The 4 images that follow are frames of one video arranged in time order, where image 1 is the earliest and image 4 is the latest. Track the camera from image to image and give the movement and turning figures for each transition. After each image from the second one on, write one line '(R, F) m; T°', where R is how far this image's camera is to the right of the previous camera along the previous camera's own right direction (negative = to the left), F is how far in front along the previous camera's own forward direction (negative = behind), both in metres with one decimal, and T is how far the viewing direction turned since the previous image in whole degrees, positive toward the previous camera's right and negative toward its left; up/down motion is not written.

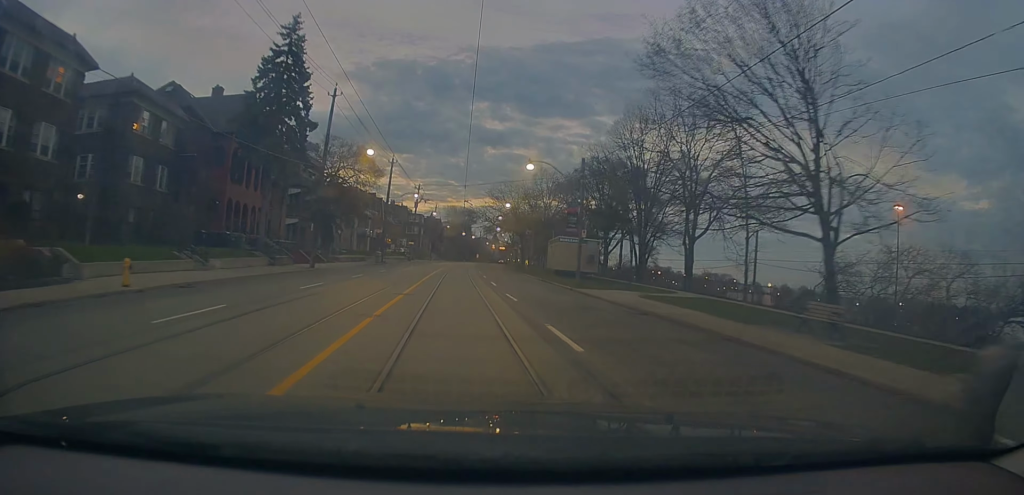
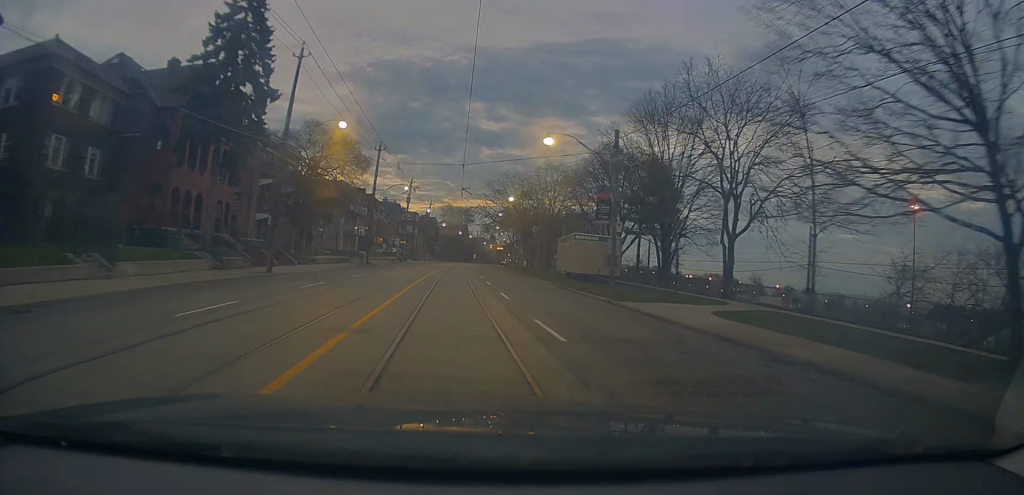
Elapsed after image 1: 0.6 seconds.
(+0.1, +8.0) m; 0°
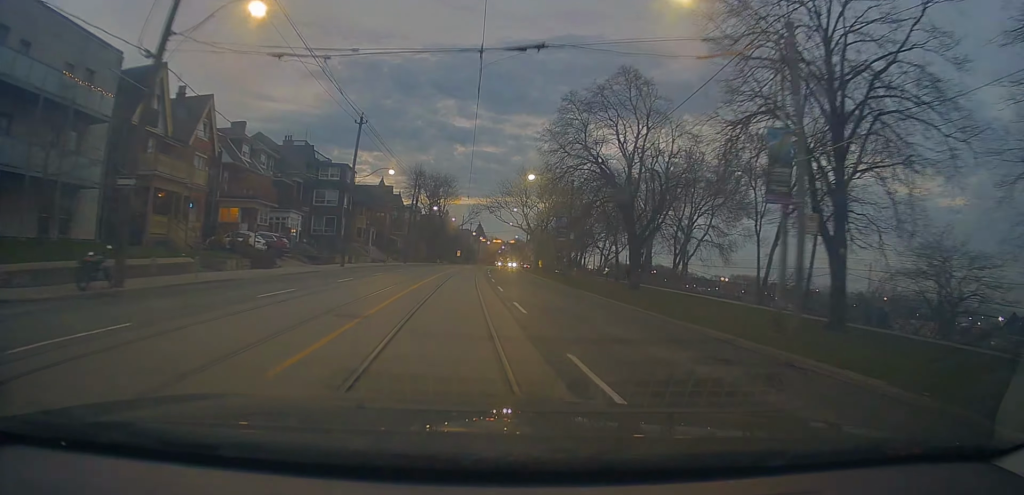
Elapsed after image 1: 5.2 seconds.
(+0.9, +67.1) m; +1°
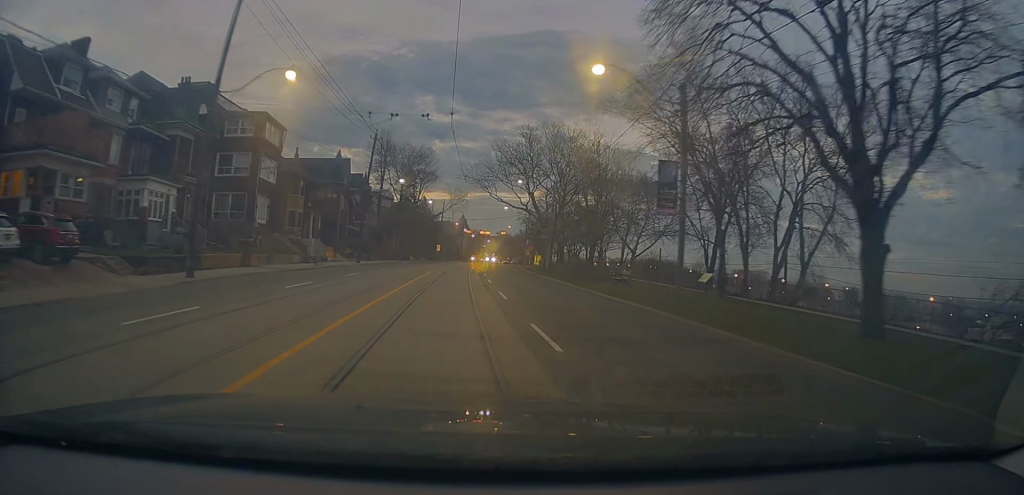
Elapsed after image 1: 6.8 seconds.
(+0.2, +23.8) m; +3°
